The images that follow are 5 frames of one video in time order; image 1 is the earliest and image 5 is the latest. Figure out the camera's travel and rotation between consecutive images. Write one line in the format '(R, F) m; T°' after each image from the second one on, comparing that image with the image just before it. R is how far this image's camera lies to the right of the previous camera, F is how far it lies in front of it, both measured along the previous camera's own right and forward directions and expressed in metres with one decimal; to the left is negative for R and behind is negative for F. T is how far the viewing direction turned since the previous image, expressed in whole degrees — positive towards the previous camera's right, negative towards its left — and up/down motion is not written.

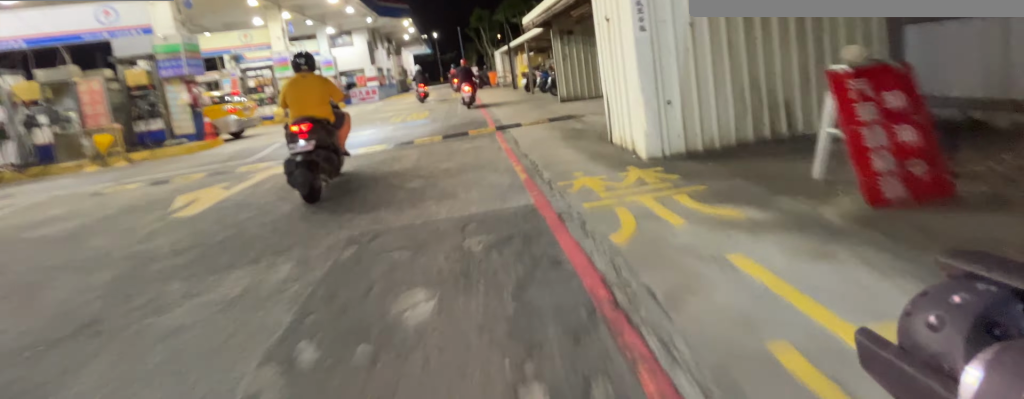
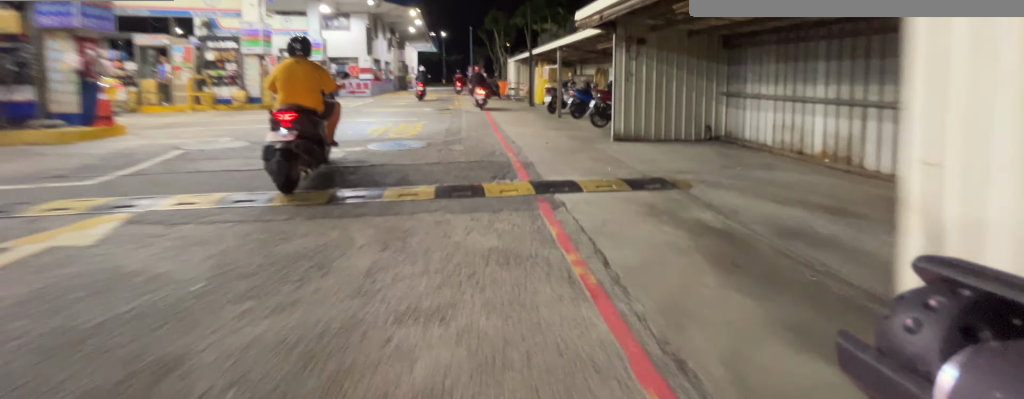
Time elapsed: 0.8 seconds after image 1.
(0.0, +4.2) m; -1°
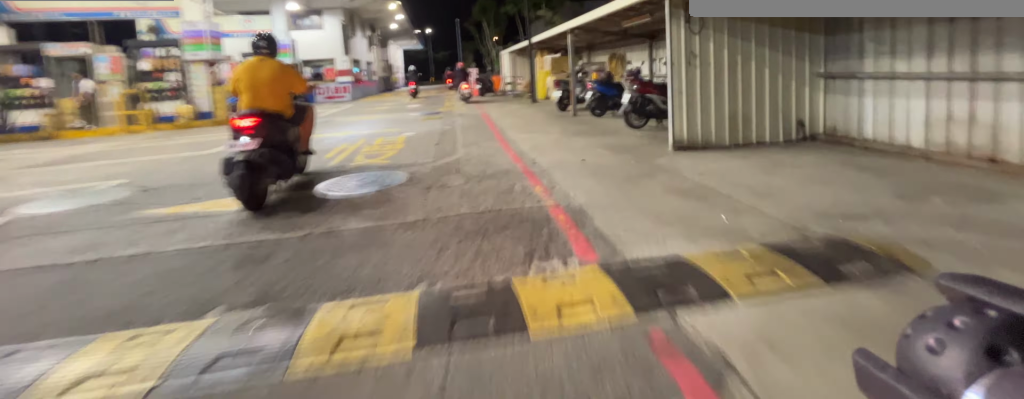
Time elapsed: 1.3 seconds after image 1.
(0.0, +2.6) m; -1°
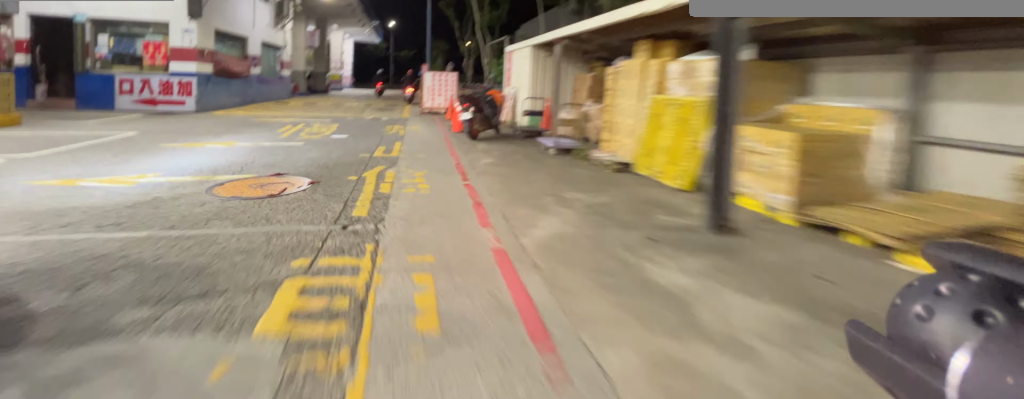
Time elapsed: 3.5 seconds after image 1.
(-0.5, +13.0) m; -2°
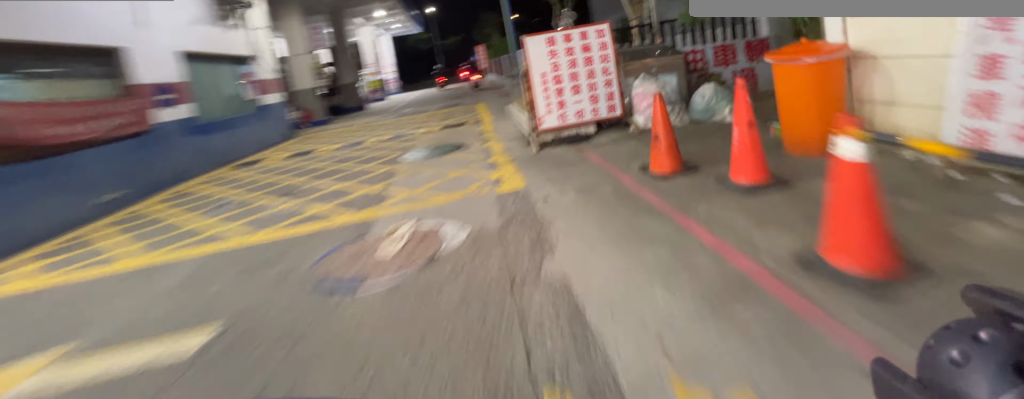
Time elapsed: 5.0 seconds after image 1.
(+0.1, +9.6) m; 0°
